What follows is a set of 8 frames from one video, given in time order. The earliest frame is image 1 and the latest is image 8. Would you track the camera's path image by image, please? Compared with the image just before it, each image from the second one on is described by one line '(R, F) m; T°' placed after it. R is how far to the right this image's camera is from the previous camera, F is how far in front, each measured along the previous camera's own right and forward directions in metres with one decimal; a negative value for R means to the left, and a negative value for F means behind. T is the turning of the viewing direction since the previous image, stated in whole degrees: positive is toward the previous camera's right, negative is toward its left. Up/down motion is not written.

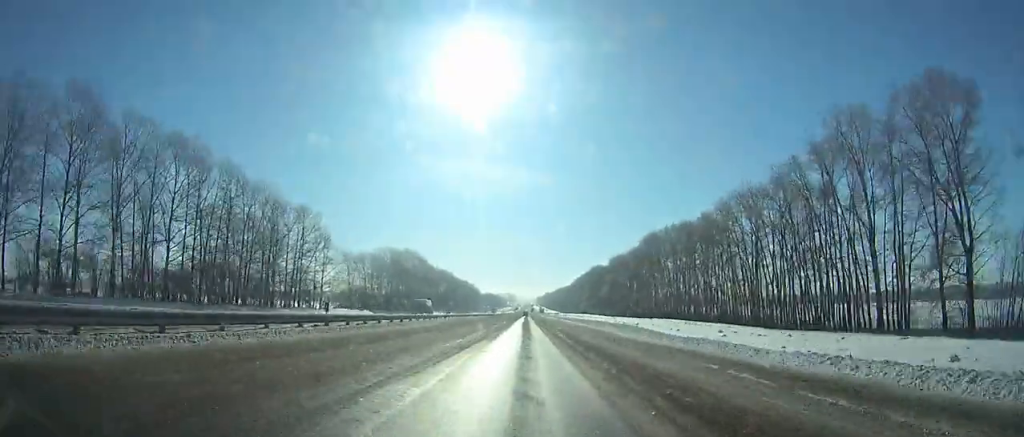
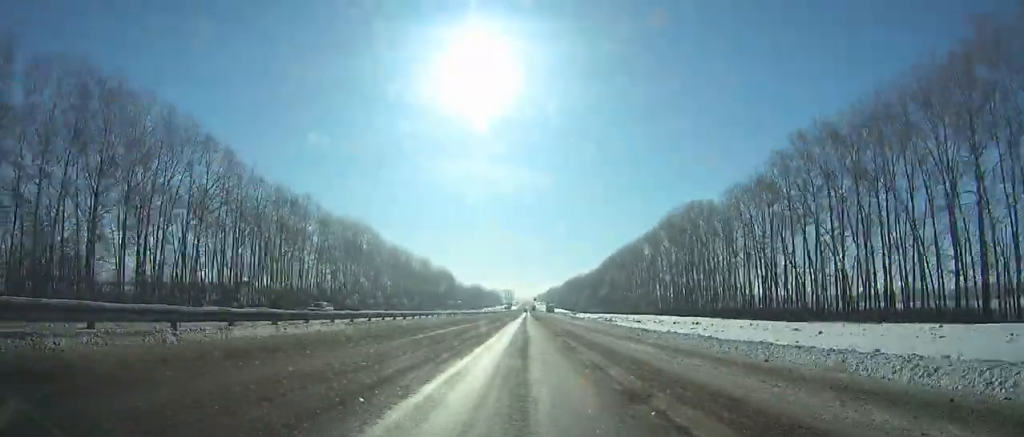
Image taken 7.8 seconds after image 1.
(-1.0, +182.7) m; -1°
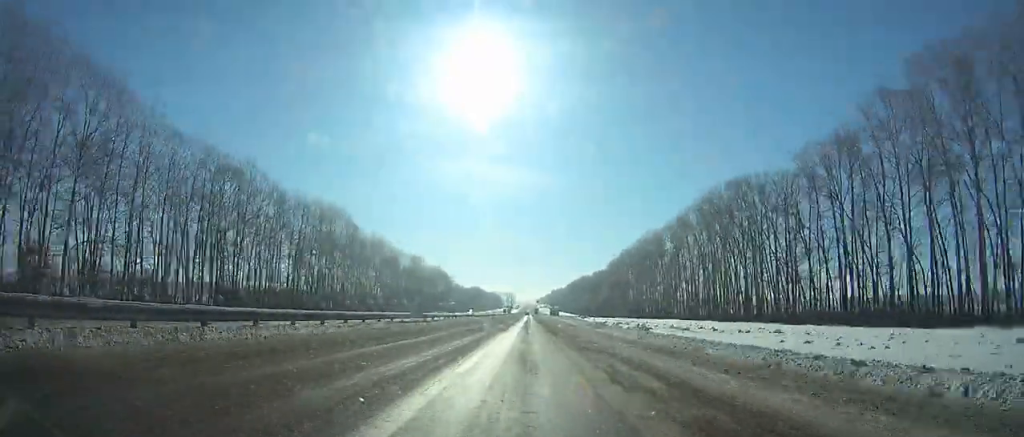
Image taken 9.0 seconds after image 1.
(0.0, +28.4) m; 0°
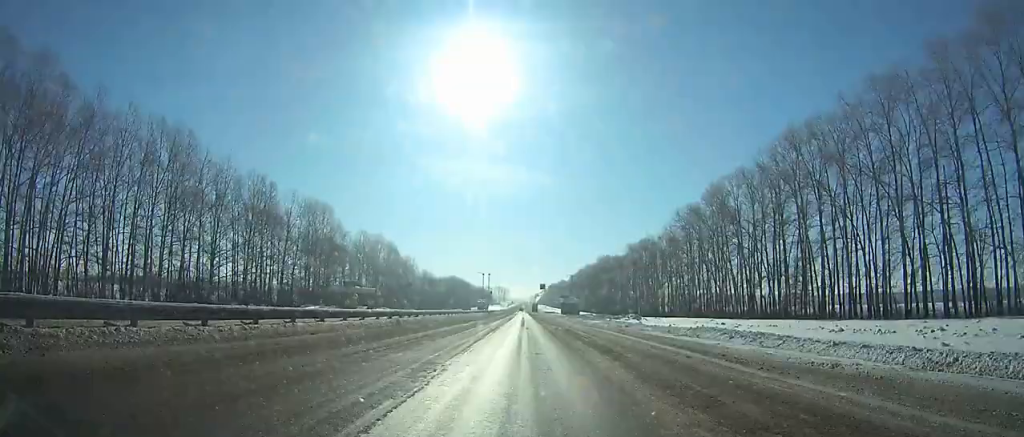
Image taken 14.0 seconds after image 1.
(+0.6, +118.5) m; 0°
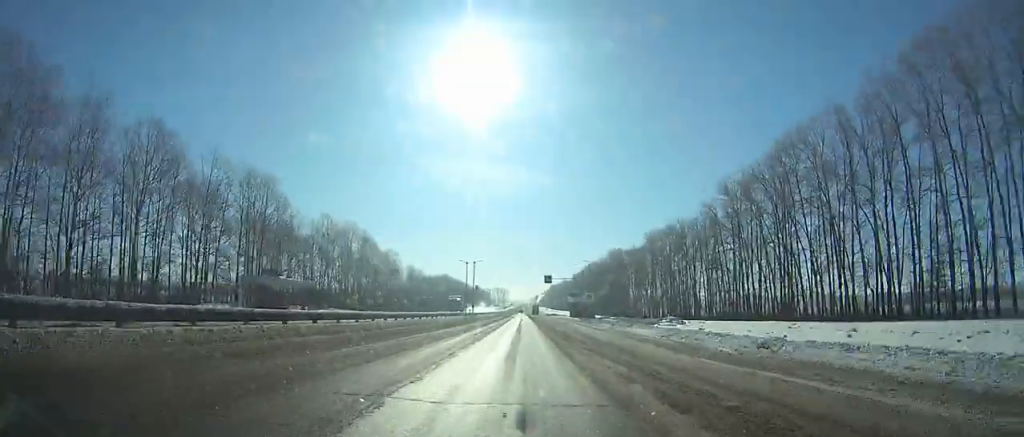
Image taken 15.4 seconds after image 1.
(+0.1, +33.2) m; 0°
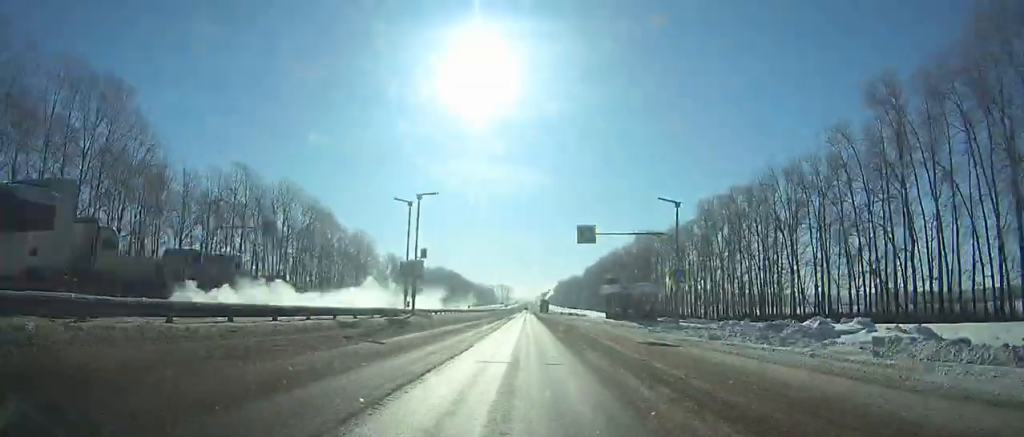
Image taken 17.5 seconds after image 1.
(-0.1, +49.3) m; 0°
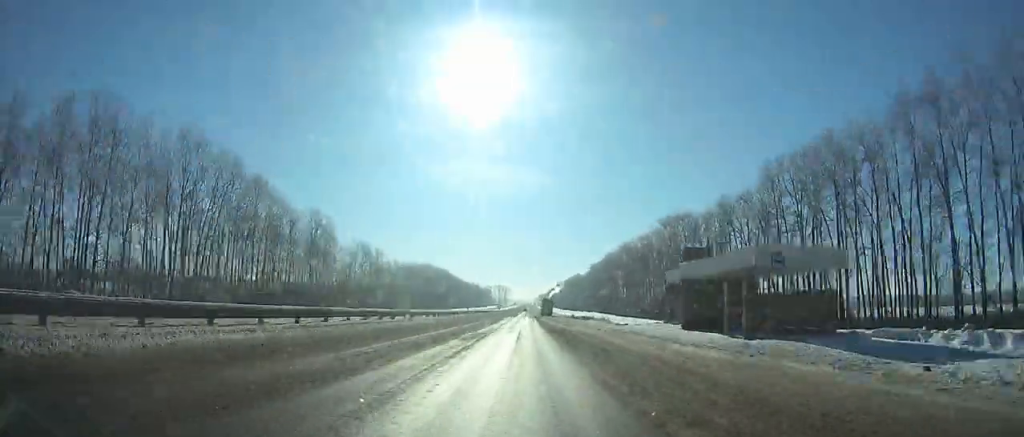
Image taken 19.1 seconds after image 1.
(0.0, +37.6) m; 0°
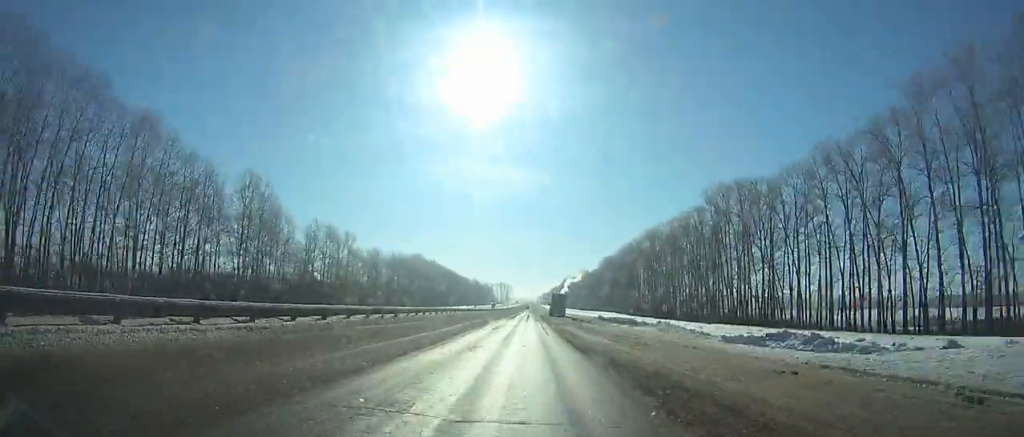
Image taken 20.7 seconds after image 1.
(-0.1, +37.5) m; 0°
